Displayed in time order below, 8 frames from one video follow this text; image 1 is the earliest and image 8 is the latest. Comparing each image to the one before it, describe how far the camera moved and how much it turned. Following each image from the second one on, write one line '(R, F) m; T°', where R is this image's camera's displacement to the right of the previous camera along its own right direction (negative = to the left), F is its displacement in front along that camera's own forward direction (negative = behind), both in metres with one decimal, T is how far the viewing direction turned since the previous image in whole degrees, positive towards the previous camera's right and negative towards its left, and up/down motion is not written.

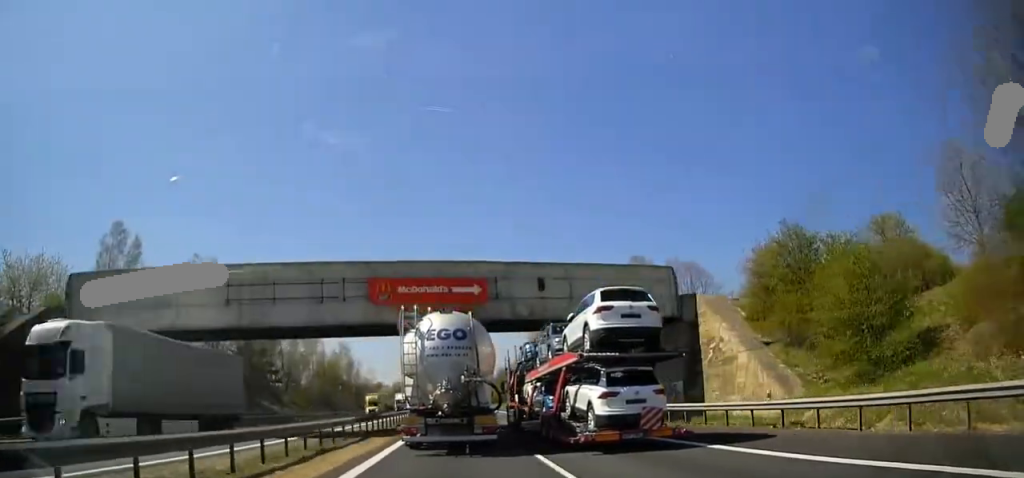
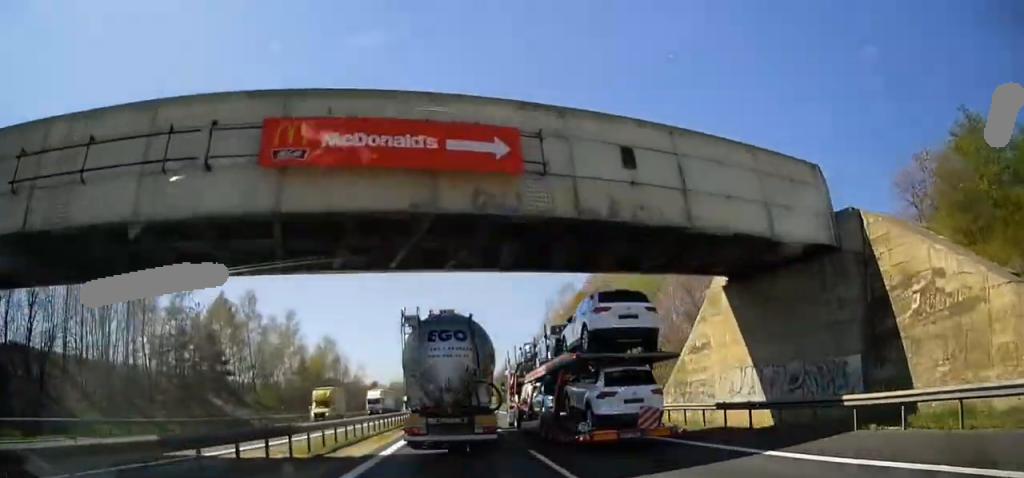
(0.0, +16.4) m; 0°
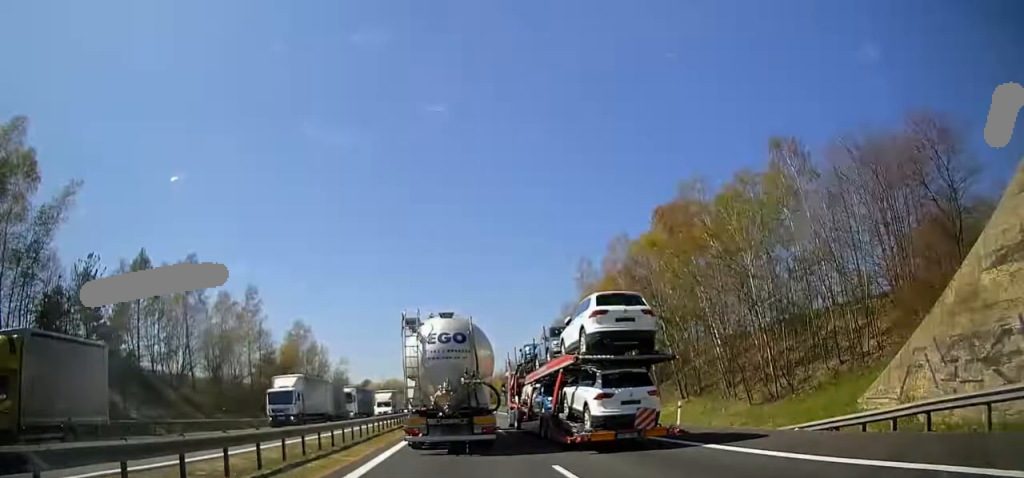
(0.0, +21.3) m; 0°
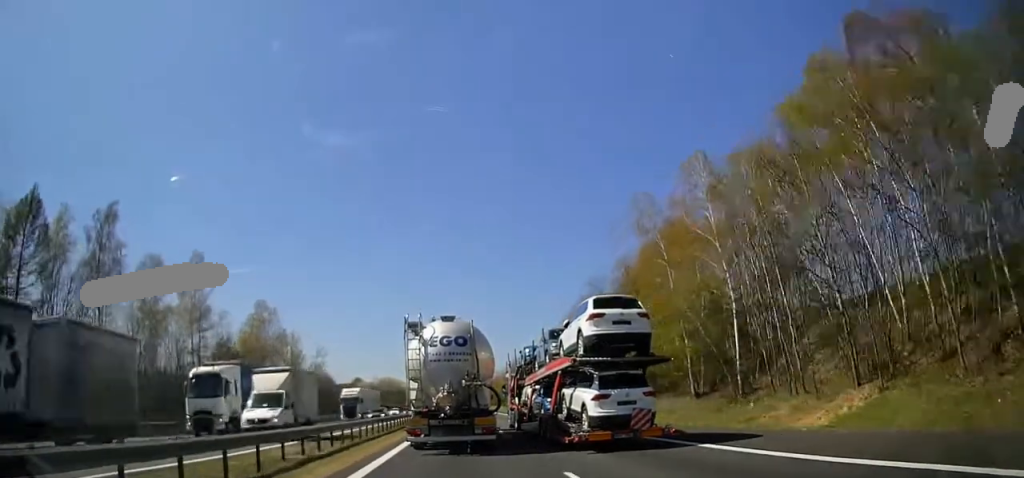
(-0.1, +19.0) m; 0°
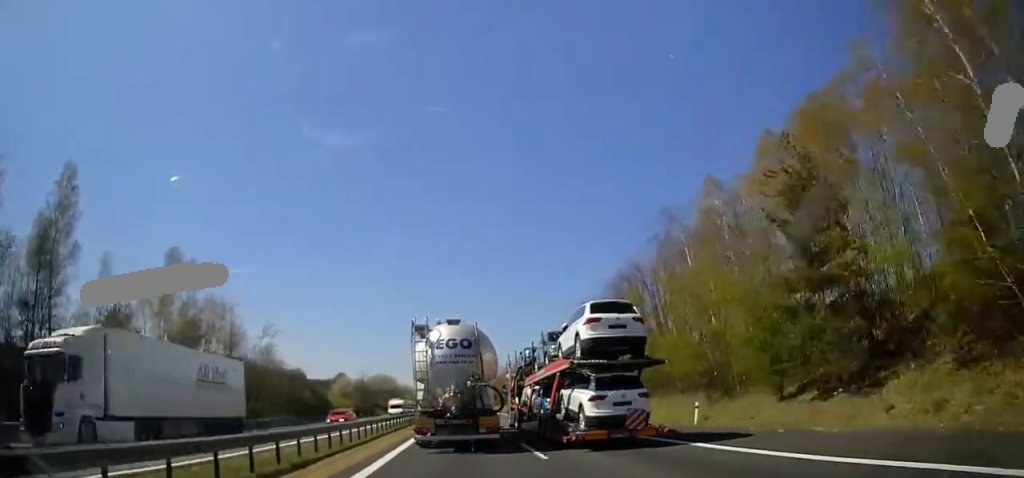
(0.0, +26.9) m; 0°
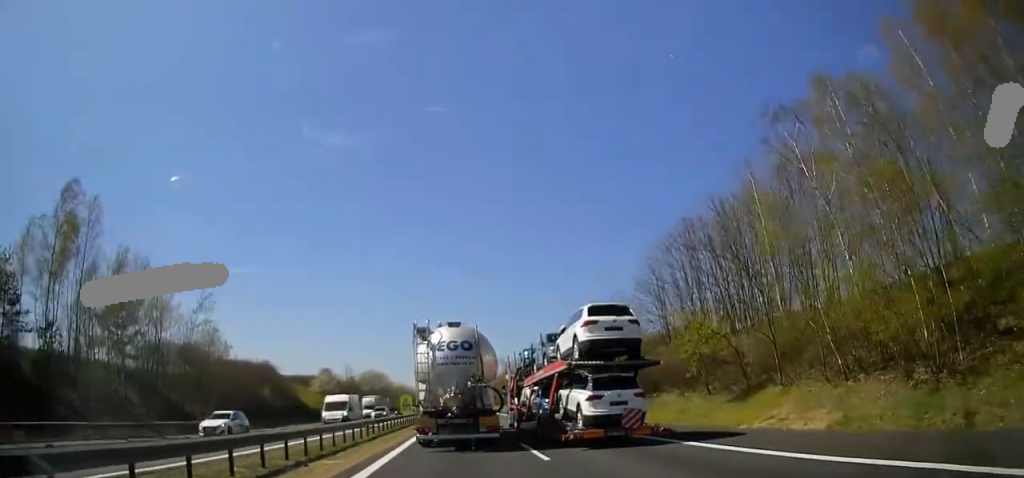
(+0.1, +18.2) m; 0°
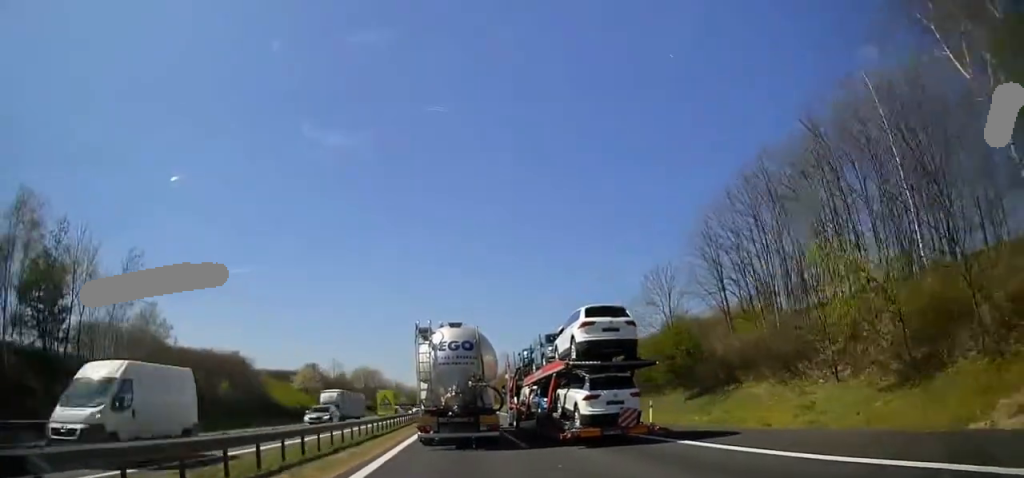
(-0.1, +13.5) m; 0°
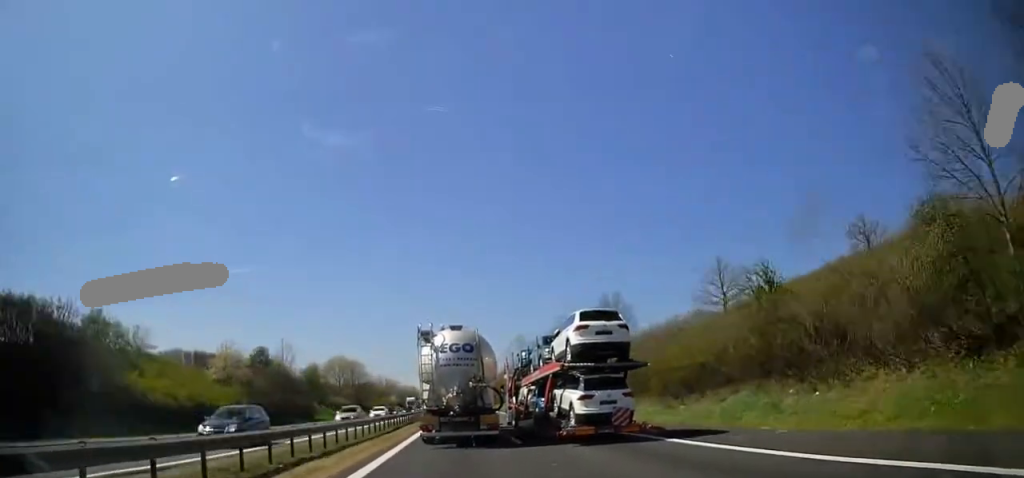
(-0.1, +34.9) m; 0°
